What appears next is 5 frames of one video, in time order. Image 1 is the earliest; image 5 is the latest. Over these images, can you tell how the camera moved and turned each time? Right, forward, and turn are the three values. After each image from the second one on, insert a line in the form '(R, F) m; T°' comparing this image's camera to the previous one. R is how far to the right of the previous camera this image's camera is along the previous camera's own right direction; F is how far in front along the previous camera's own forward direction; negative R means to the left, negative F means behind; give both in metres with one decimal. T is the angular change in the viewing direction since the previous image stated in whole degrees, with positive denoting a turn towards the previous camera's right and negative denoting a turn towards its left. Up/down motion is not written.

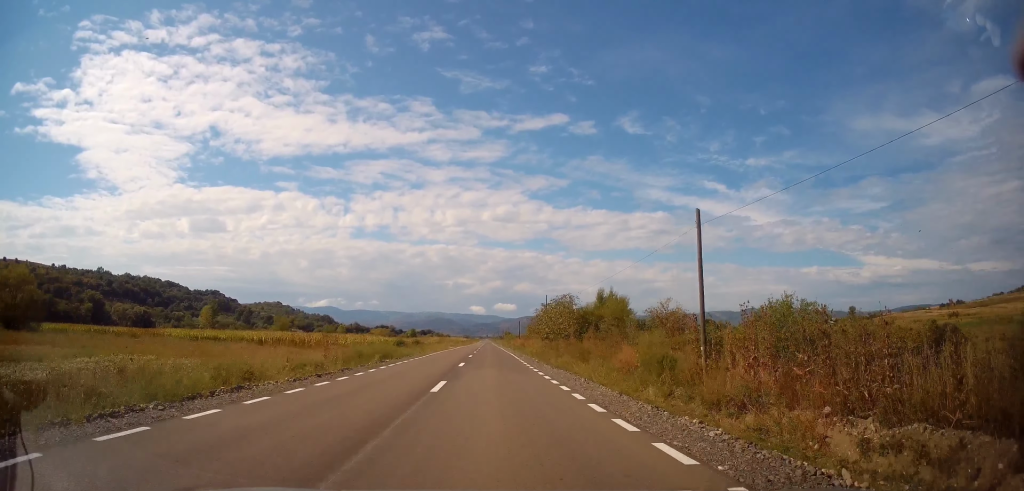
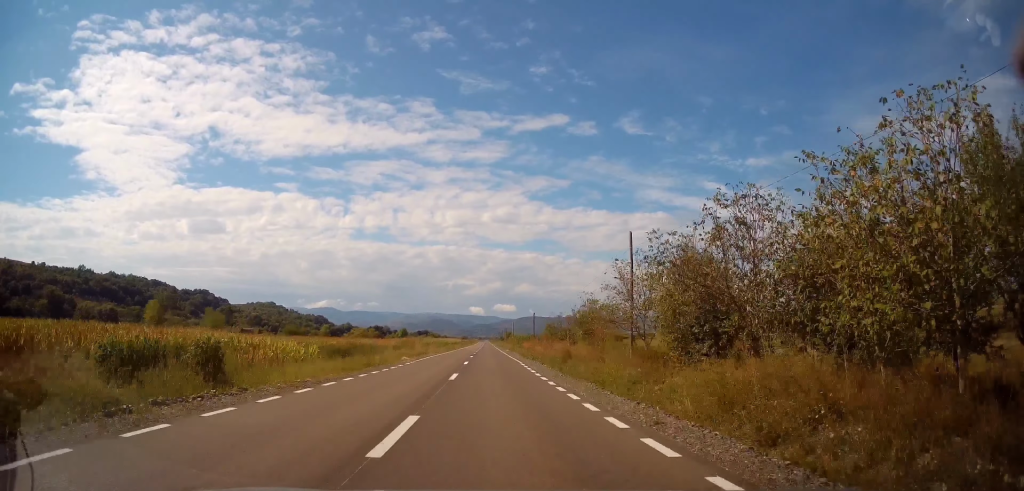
(-0.2, +40.9) m; +1°
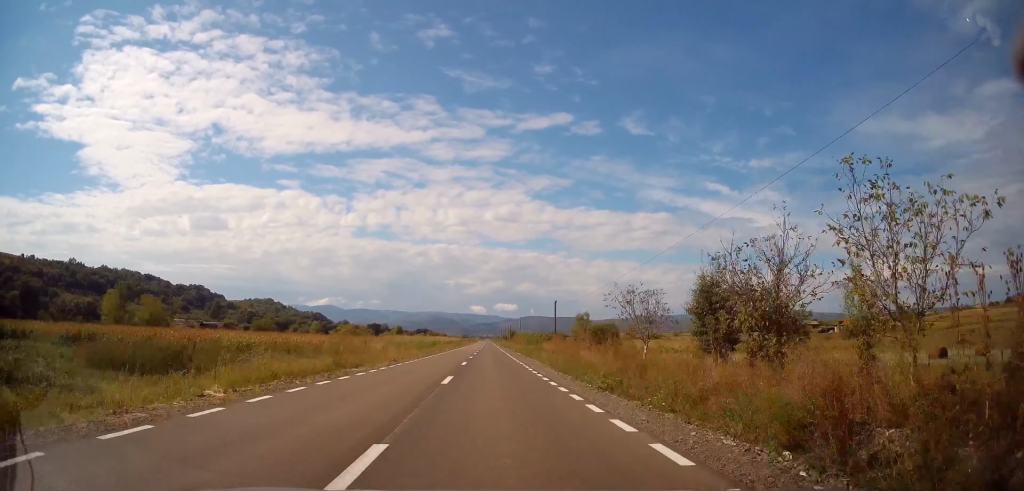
(+0.4, +25.3) m; 0°
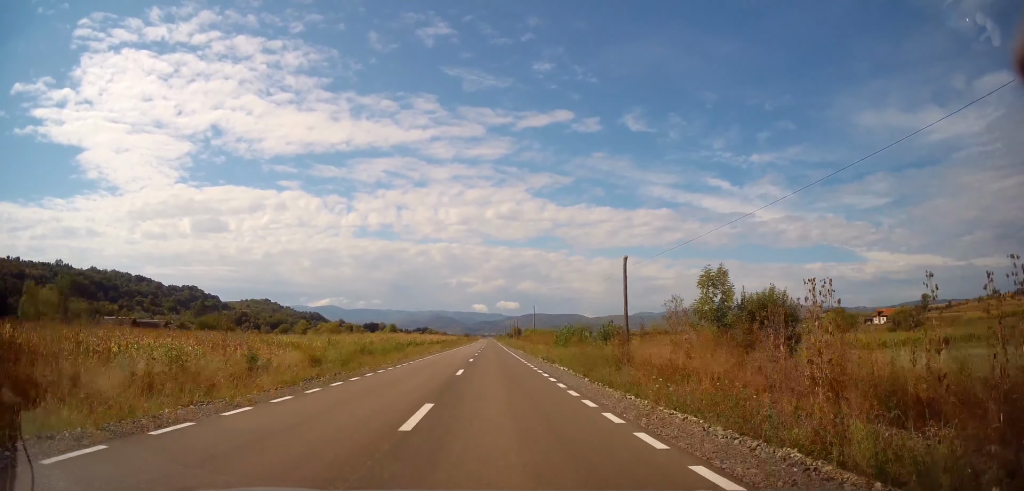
(-0.5, +30.1) m; -1°
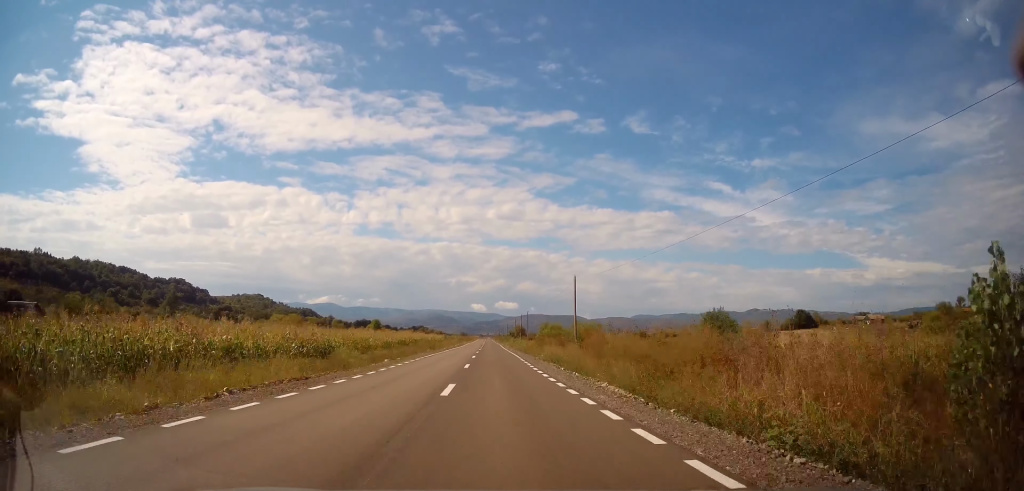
(+0.3, +41.4) m; +1°
